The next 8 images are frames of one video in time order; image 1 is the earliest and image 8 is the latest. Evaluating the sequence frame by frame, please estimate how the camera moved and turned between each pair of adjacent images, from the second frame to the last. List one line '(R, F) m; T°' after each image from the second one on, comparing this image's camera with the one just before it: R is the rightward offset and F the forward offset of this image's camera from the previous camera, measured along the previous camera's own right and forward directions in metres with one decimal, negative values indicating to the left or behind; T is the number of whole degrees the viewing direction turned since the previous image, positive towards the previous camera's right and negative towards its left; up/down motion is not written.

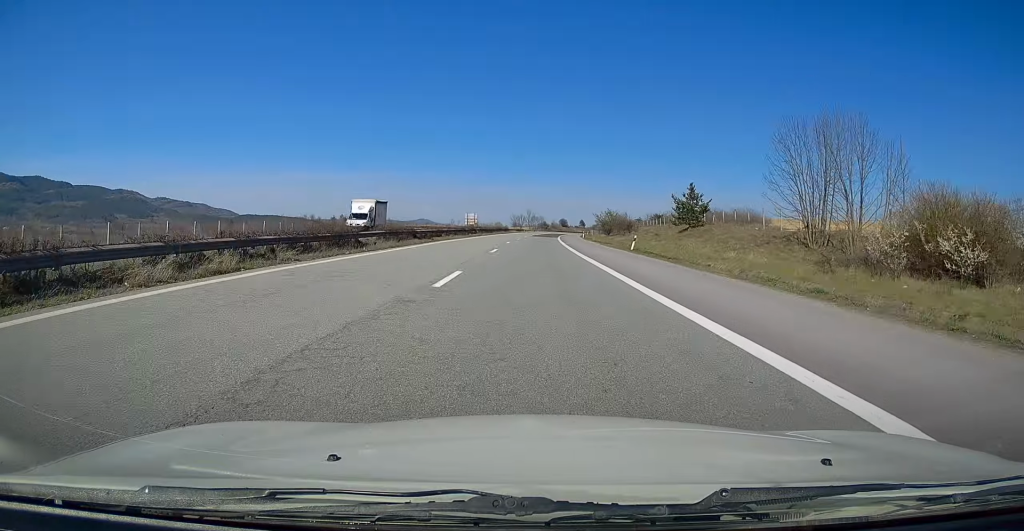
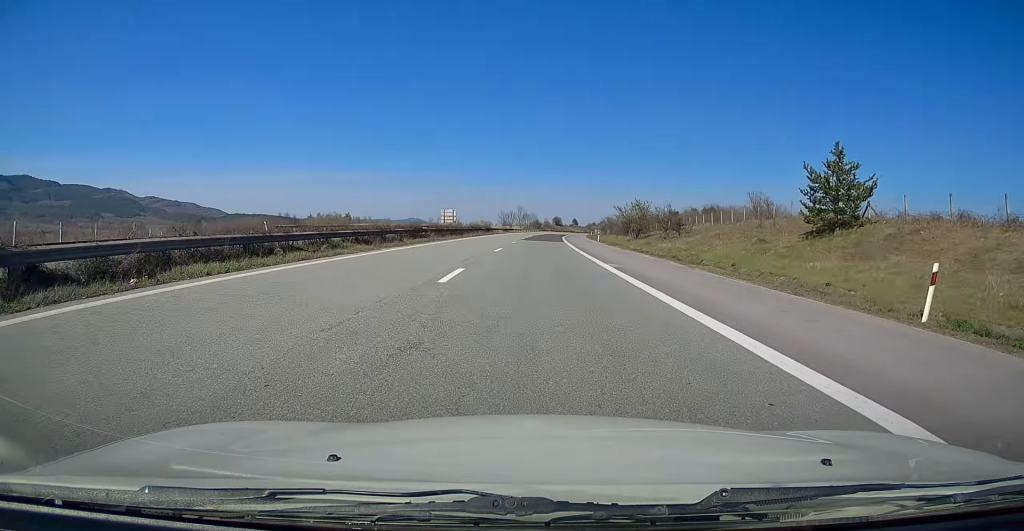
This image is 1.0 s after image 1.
(+0.2, +31.1) m; +1°
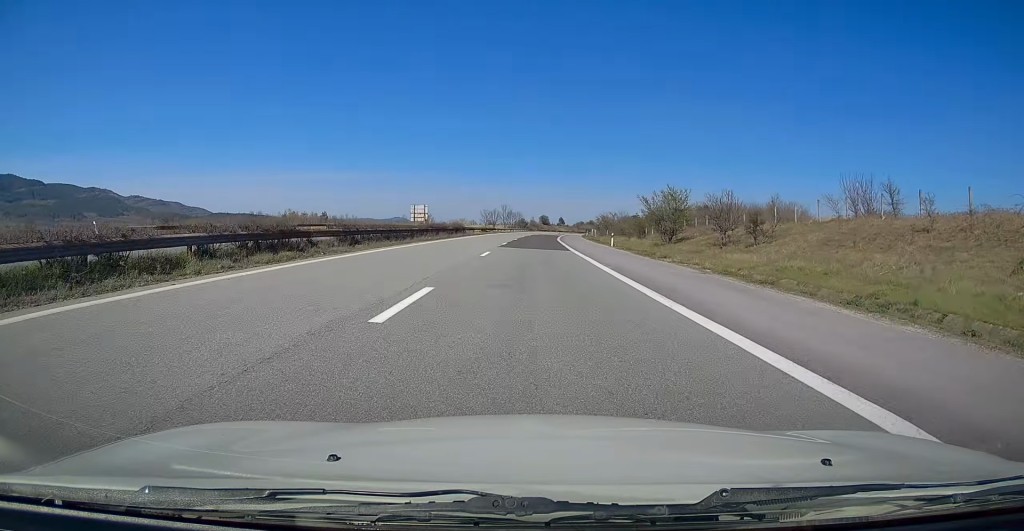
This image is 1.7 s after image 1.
(+0.3, +20.7) m; +1°
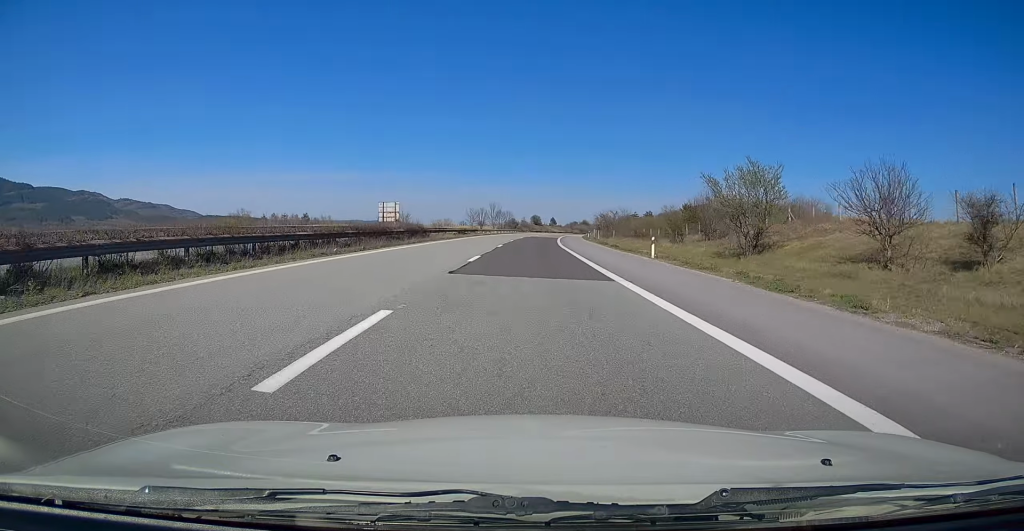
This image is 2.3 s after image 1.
(+0.1, +18.7) m; +1°
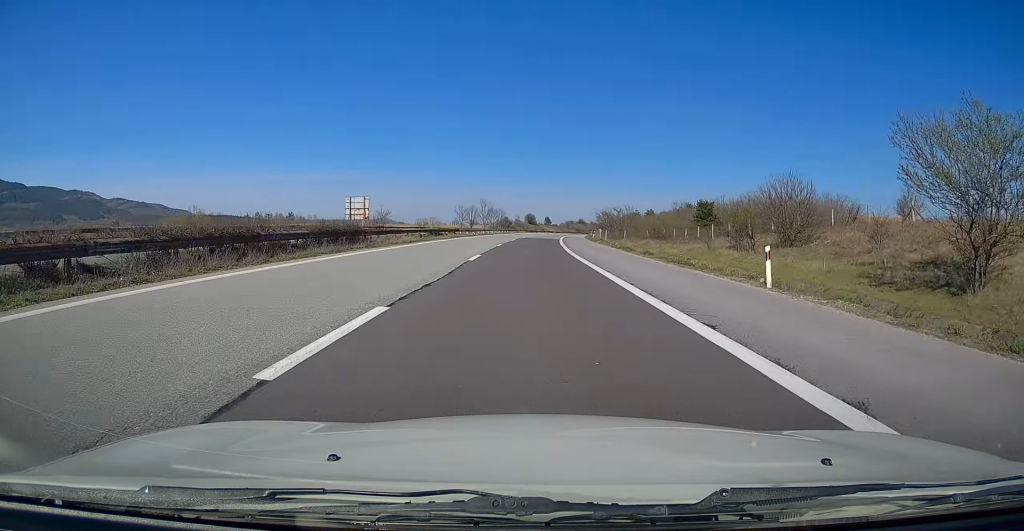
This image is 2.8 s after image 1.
(0.0, +15.6) m; +1°
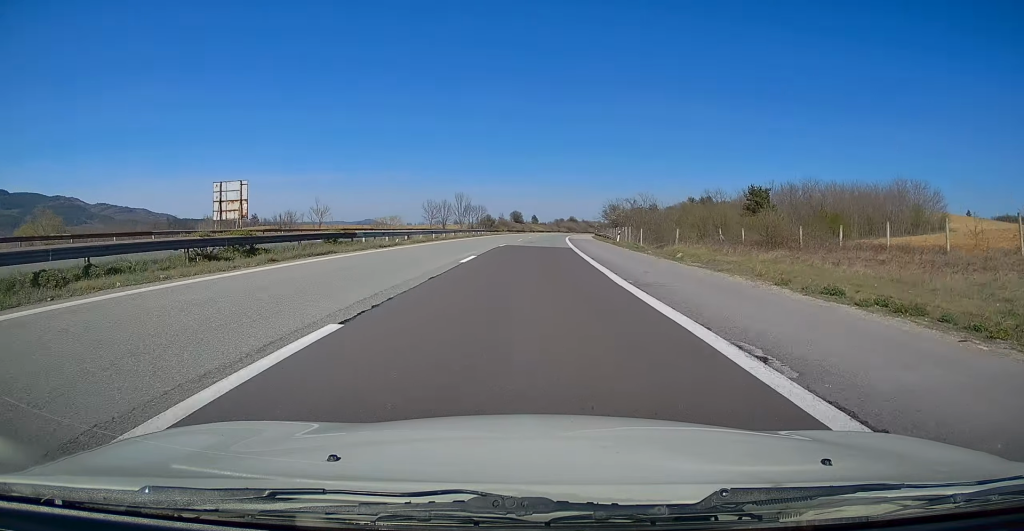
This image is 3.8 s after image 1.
(+0.3, +33.3) m; +1°
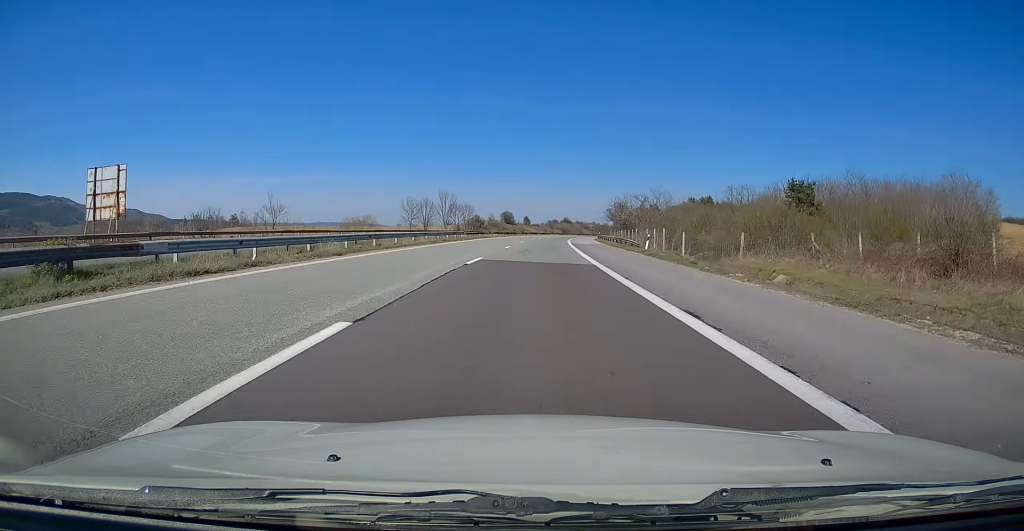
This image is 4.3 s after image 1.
(+0.1, +15.7) m; +1°
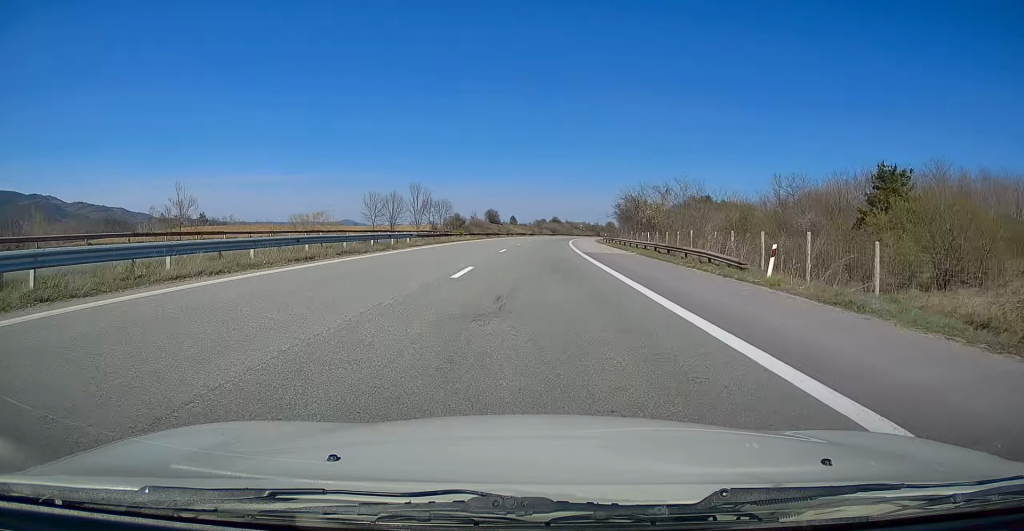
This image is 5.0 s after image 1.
(0.0, +20.9) m; +1°
